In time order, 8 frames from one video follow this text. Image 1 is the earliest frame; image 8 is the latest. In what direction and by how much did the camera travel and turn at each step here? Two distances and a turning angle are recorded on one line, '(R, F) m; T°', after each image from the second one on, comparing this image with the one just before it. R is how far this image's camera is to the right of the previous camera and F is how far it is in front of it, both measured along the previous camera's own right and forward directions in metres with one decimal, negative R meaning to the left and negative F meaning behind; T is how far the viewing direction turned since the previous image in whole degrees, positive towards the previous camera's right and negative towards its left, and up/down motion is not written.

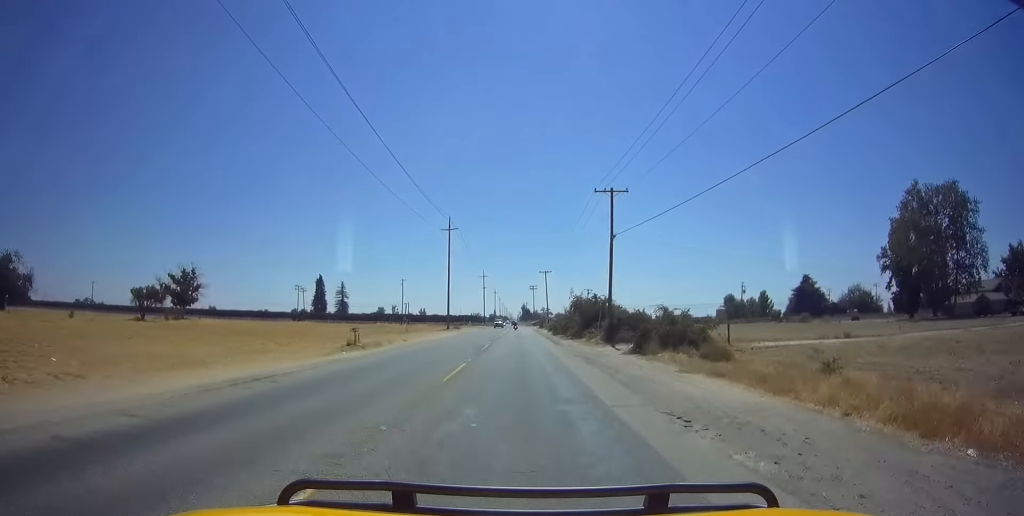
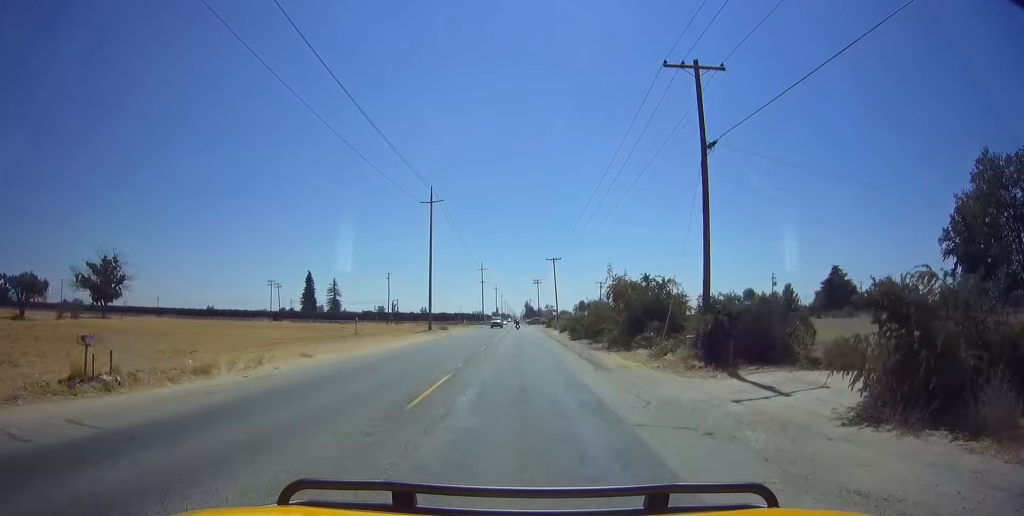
(0.0, +16.8) m; 0°
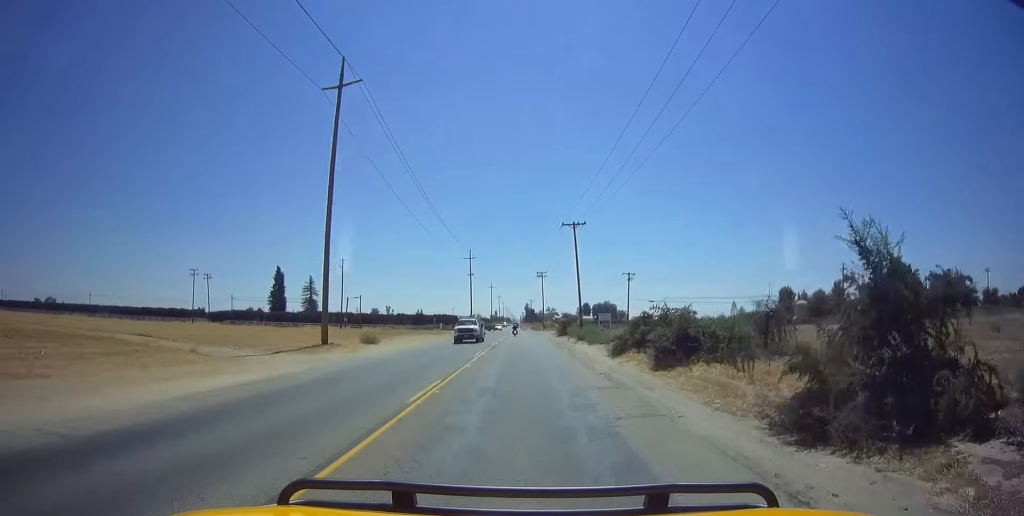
(-0.6, +30.9) m; -3°
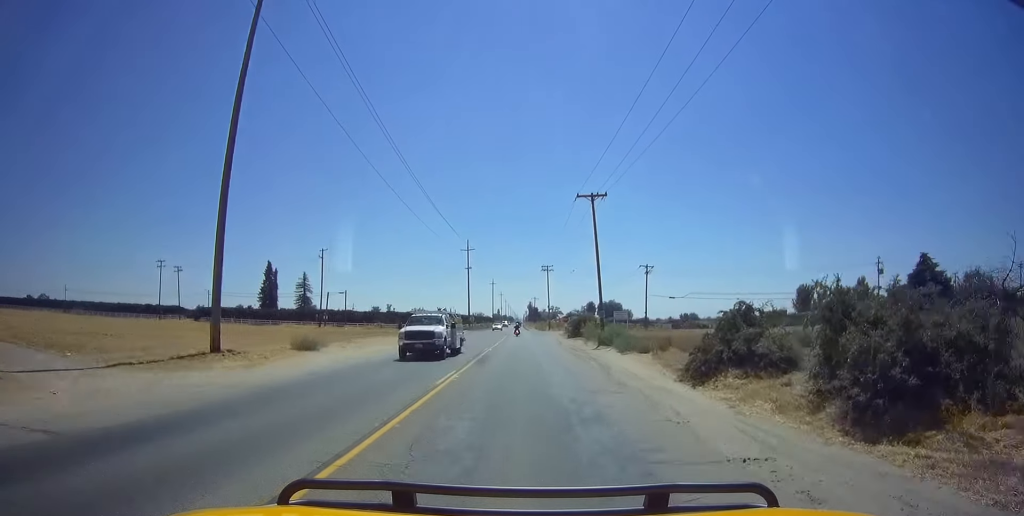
(-0.3, +10.8) m; 0°
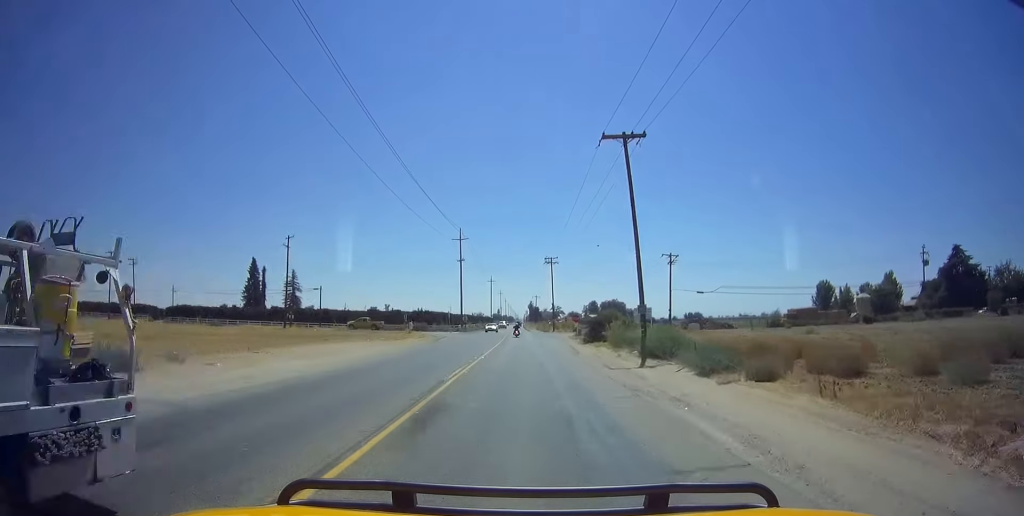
(+0.5, +12.3) m; +2°
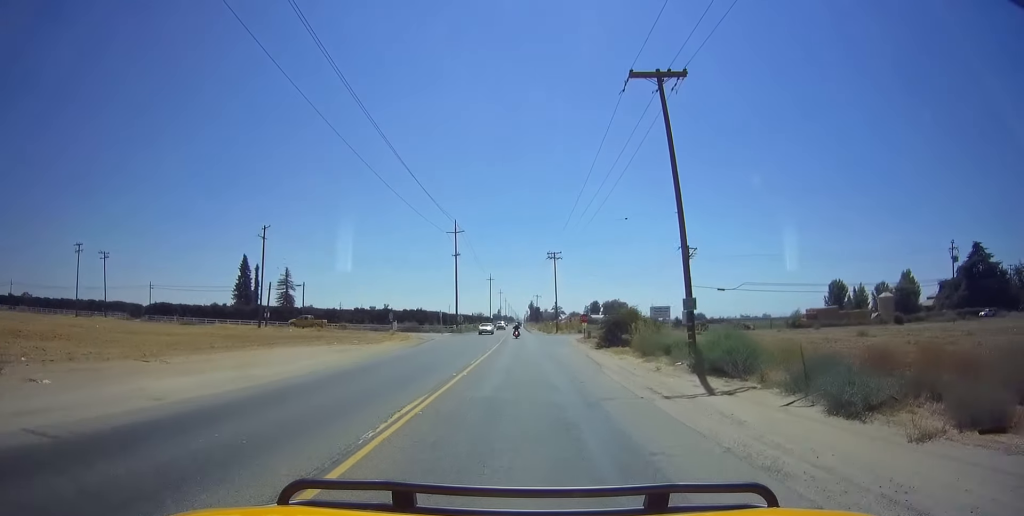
(0.0, +6.8) m; 0°
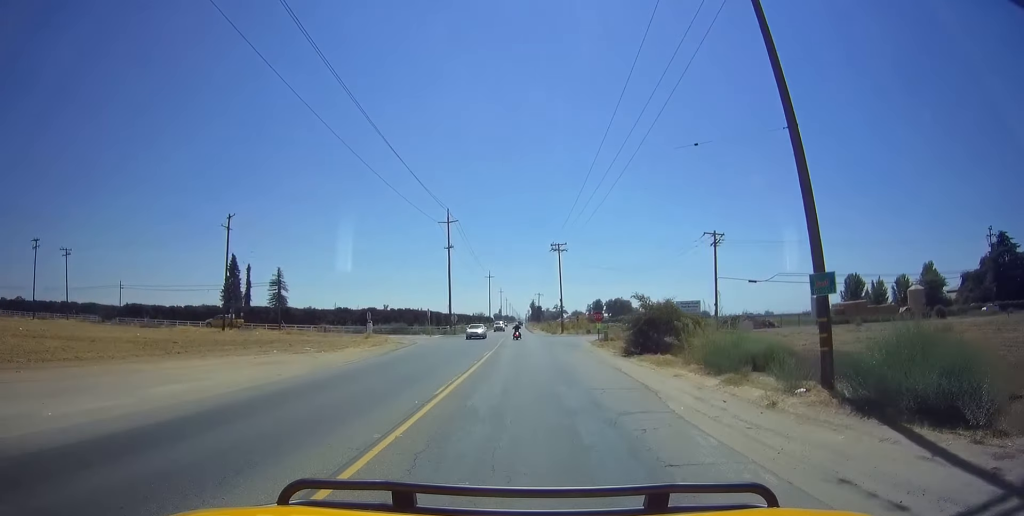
(0.0, +7.9) m; 0°
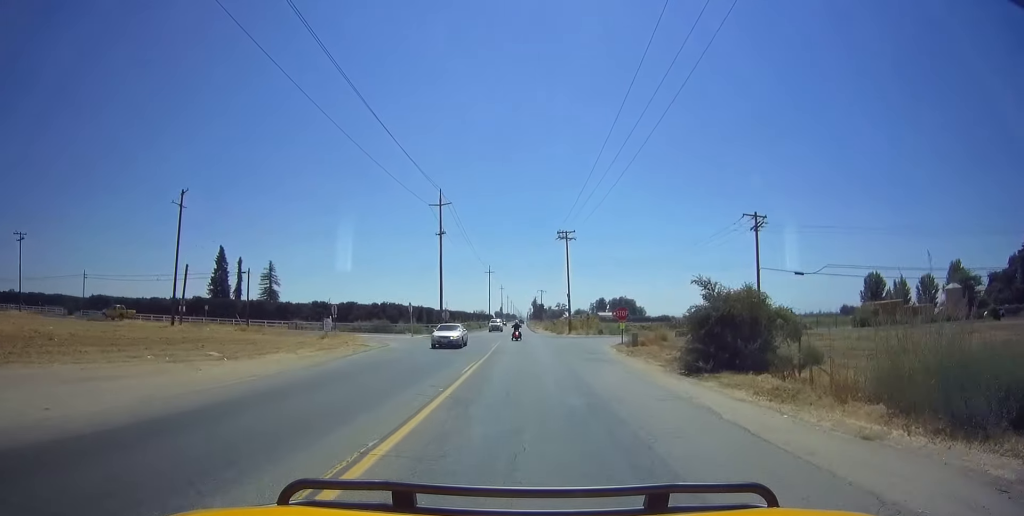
(0.0, +8.6) m; 0°
